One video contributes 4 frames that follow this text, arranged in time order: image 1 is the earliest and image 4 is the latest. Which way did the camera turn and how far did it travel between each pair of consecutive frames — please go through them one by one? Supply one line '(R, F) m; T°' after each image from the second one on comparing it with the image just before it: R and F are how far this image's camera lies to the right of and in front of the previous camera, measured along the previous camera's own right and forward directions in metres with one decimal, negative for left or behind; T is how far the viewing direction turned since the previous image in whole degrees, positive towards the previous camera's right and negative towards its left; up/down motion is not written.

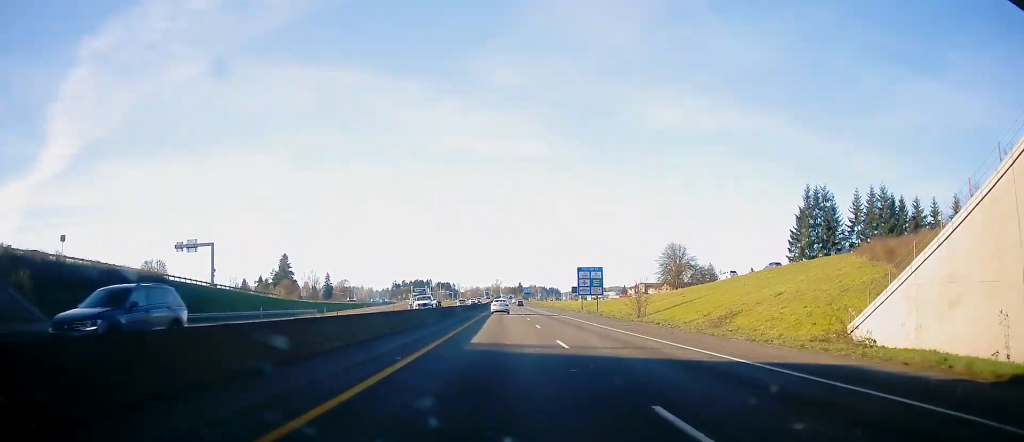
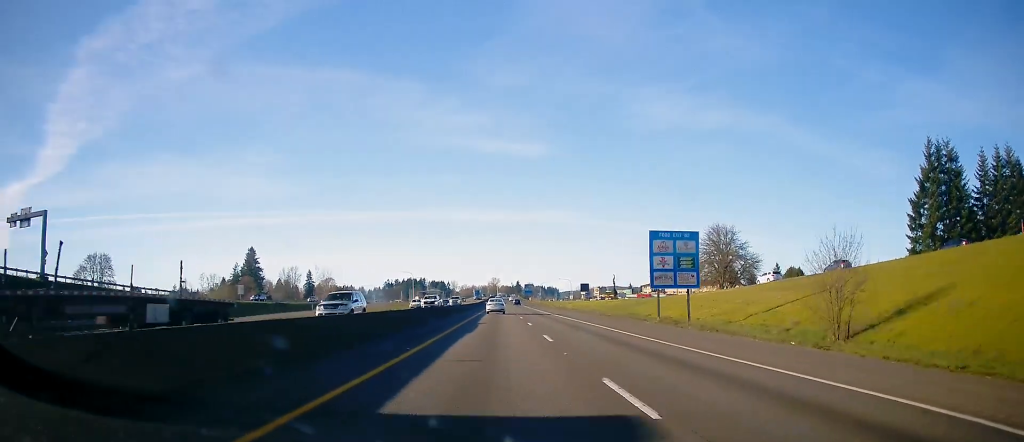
(-0.1, +46.4) m; 0°
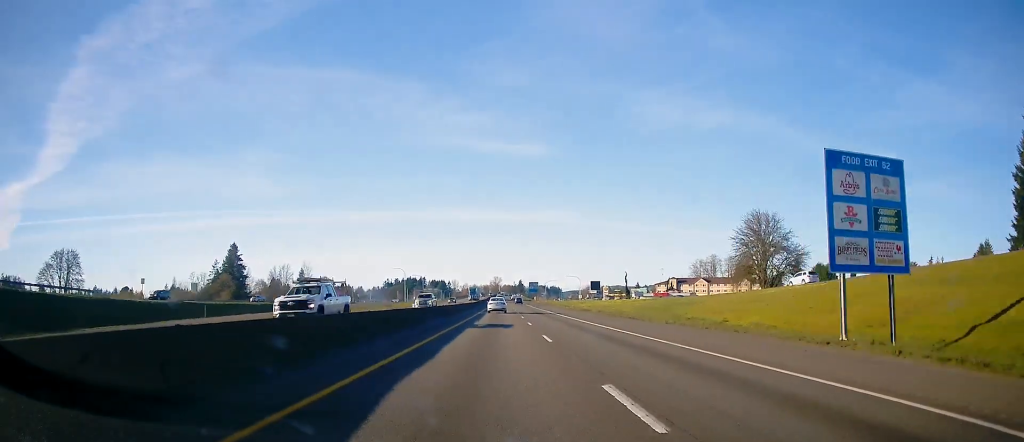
(0.0, +25.2) m; 0°
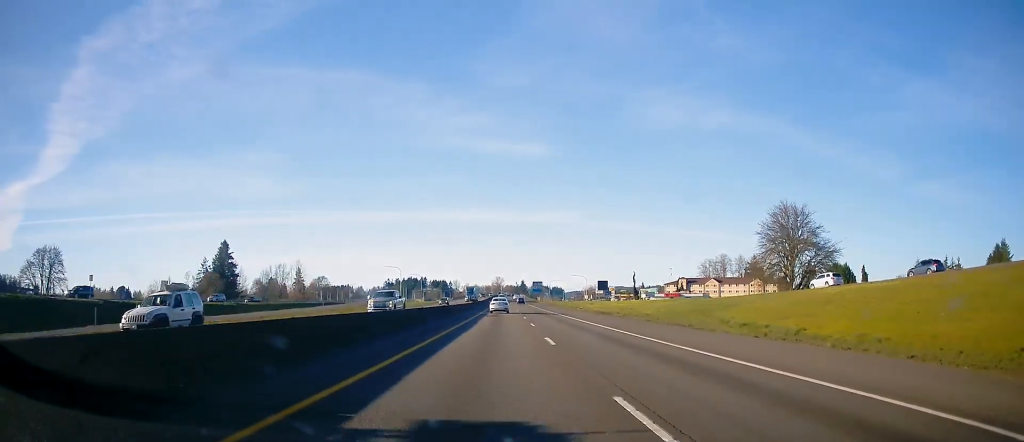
(+0.1, +13.0) m; 0°
